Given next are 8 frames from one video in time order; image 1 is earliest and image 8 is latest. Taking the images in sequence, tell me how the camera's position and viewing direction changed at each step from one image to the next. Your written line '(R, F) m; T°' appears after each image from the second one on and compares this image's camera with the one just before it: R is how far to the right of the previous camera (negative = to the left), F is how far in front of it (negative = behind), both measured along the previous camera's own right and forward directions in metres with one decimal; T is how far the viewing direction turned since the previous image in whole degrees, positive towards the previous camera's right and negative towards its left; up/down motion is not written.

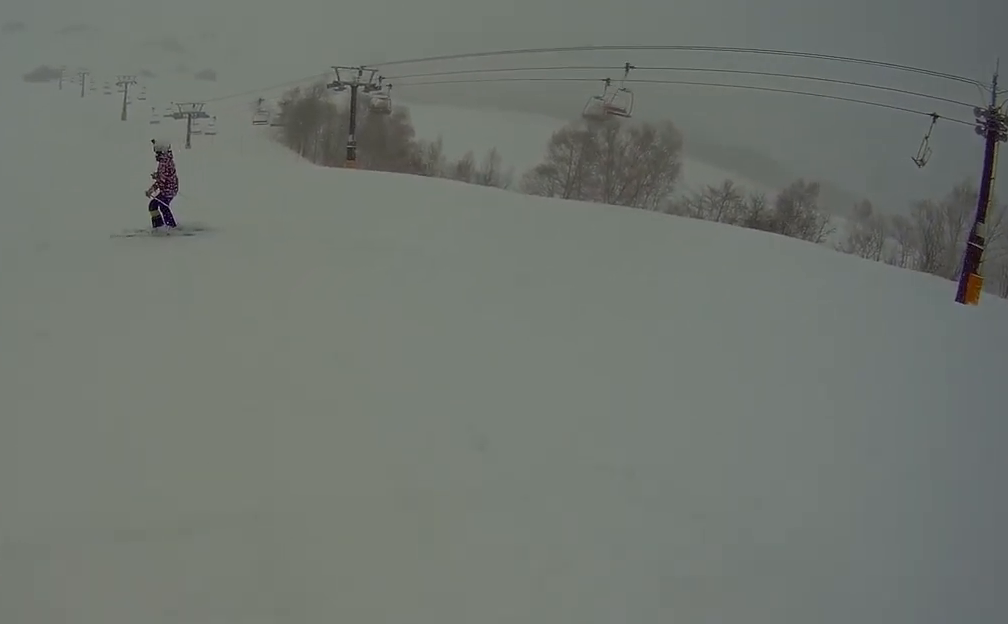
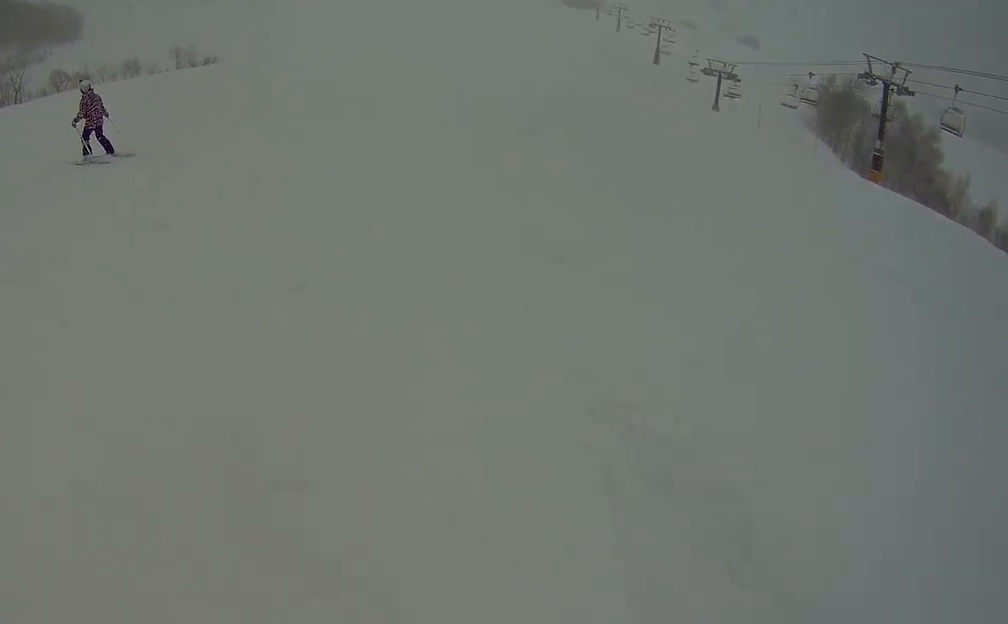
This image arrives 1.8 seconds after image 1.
(-3.5, +6.7) m; -43°
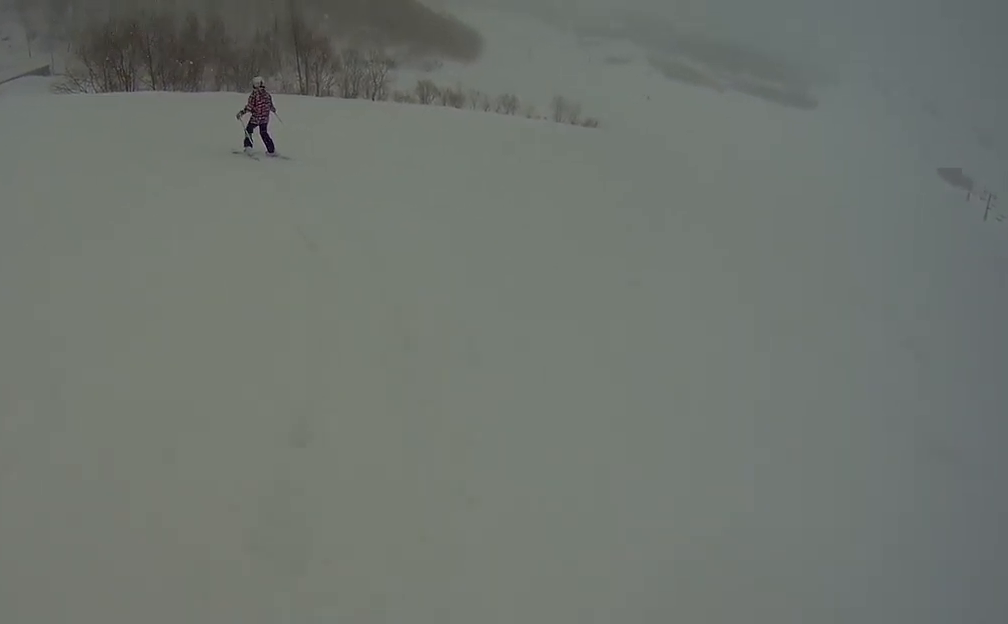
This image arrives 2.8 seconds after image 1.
(-0.1, +5.1) m; -16°
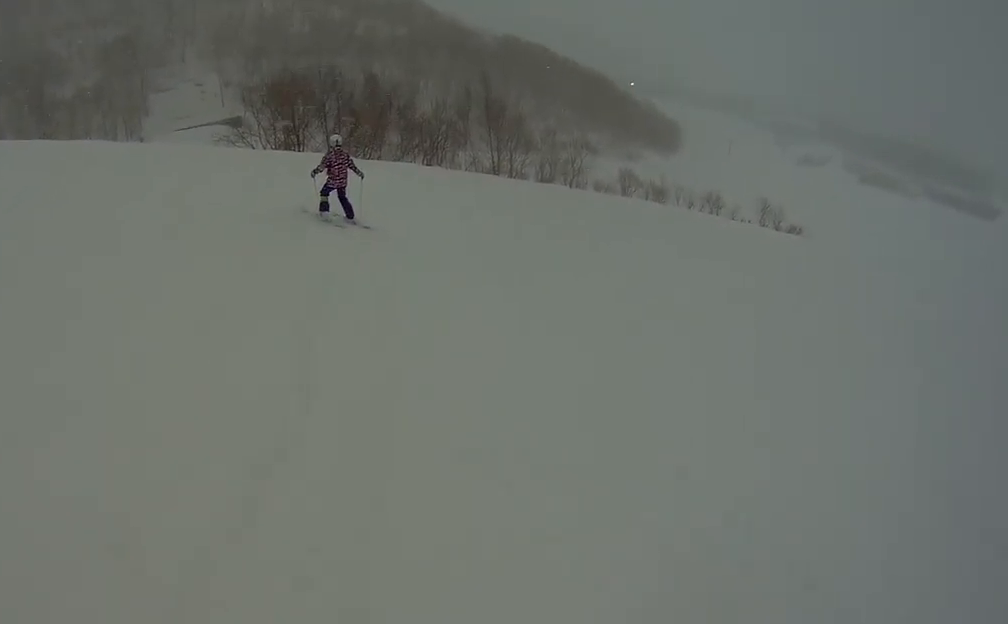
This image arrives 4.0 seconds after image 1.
(-1.6, +4.6) m; -36°
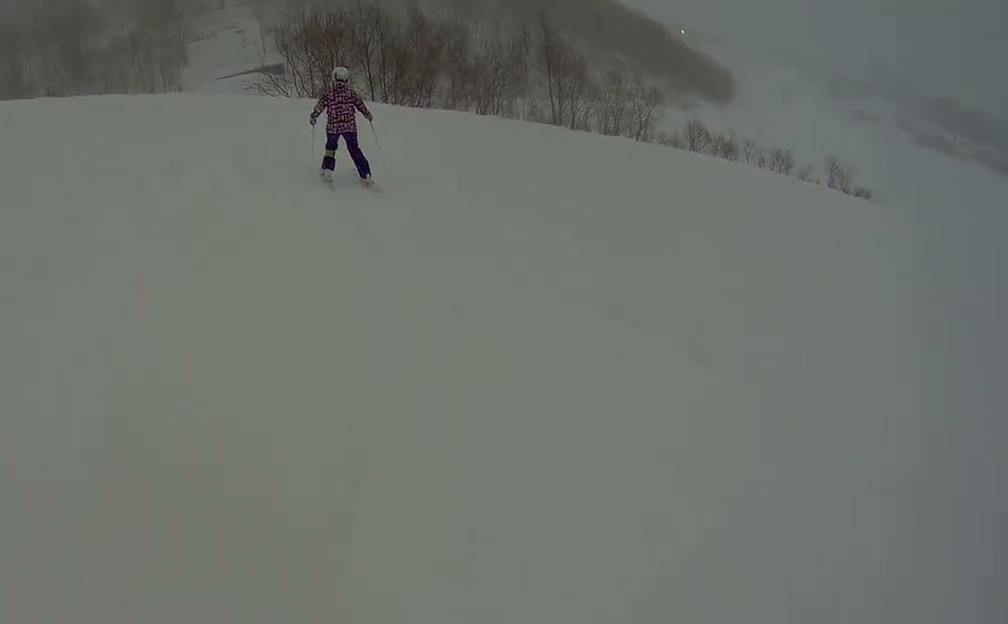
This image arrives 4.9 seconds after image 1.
(-1.2, +3.2) m; -15°
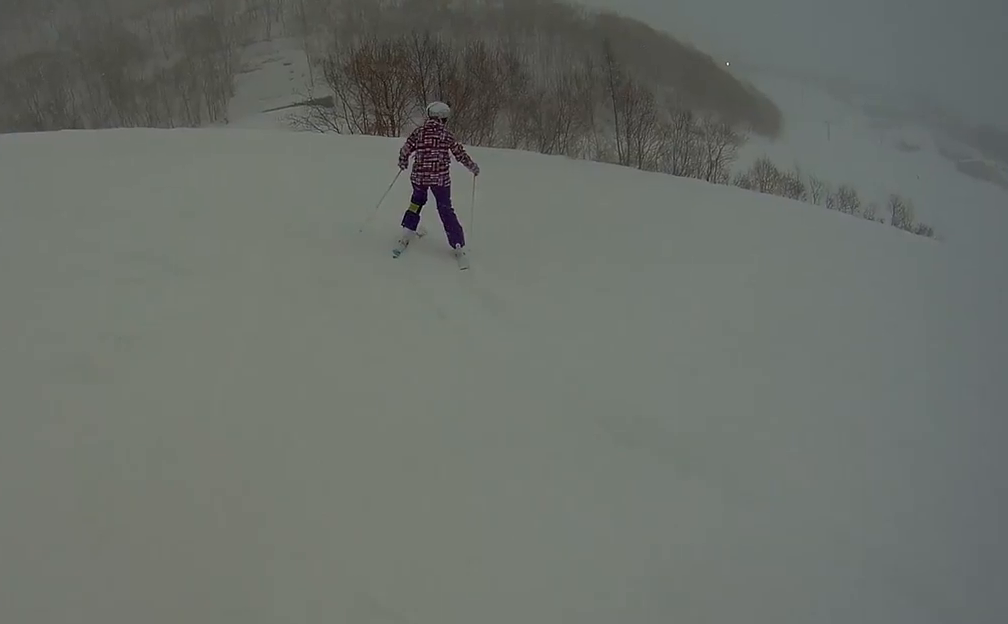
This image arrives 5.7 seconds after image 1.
(+0.6, +2.3) m; -21°
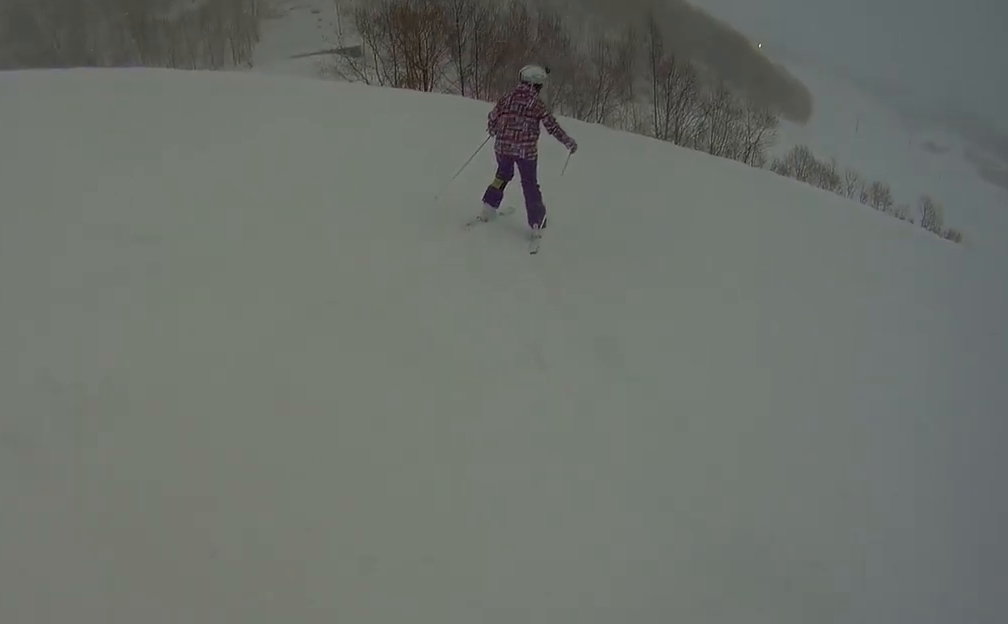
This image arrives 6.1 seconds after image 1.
(-0.4, +1.2) m; -12°
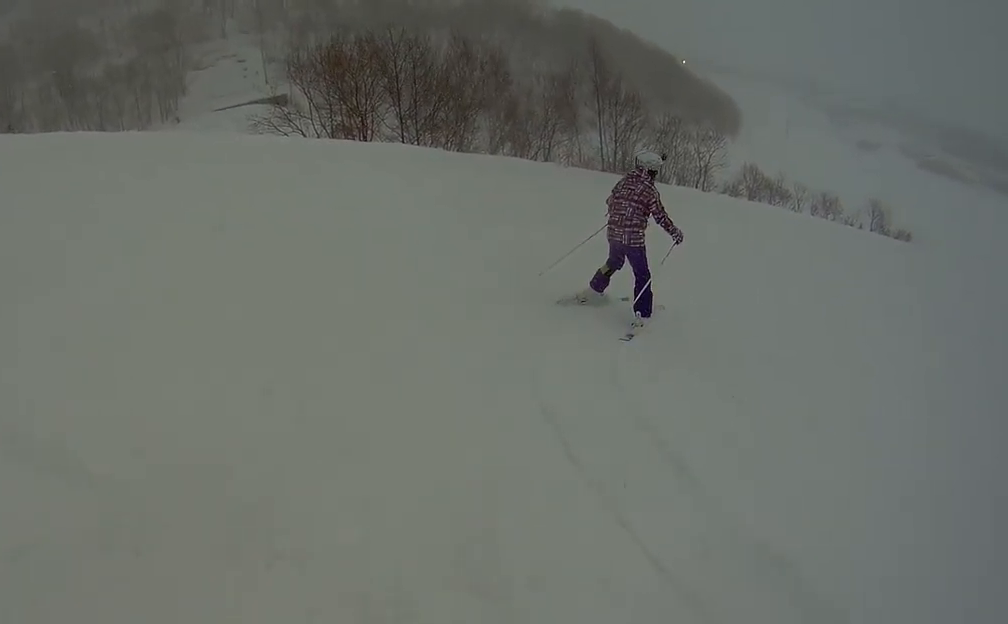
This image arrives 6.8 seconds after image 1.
(-1.1, +2.7) m; -21°
